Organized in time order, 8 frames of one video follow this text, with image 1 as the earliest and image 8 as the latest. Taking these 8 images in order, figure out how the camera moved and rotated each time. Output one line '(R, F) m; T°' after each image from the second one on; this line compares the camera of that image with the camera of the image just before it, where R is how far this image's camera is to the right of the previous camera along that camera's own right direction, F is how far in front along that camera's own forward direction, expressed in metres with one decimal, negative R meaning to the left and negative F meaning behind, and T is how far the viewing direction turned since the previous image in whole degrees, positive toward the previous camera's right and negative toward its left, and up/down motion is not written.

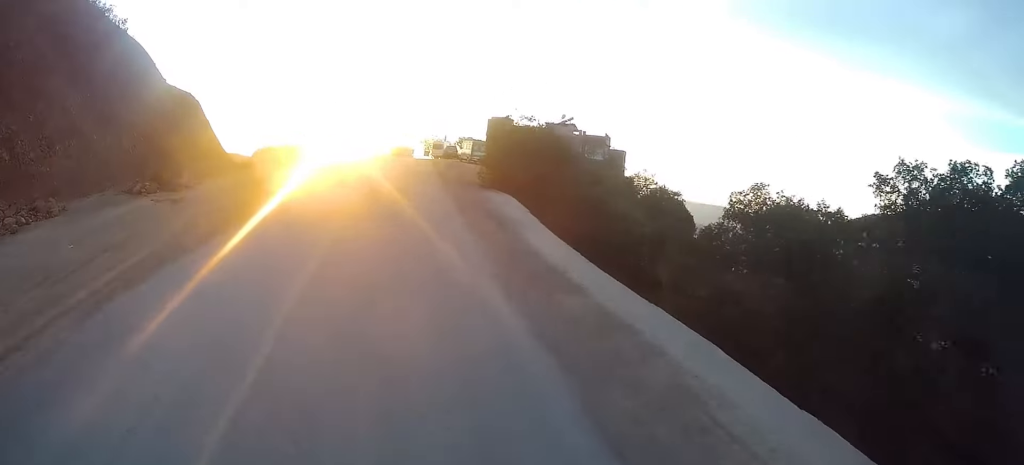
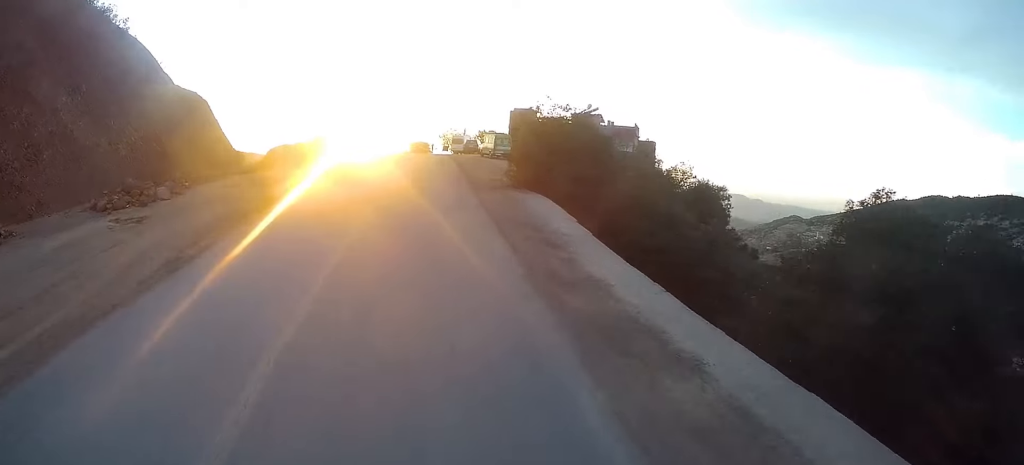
(+0.1, +4.1) m; -1°
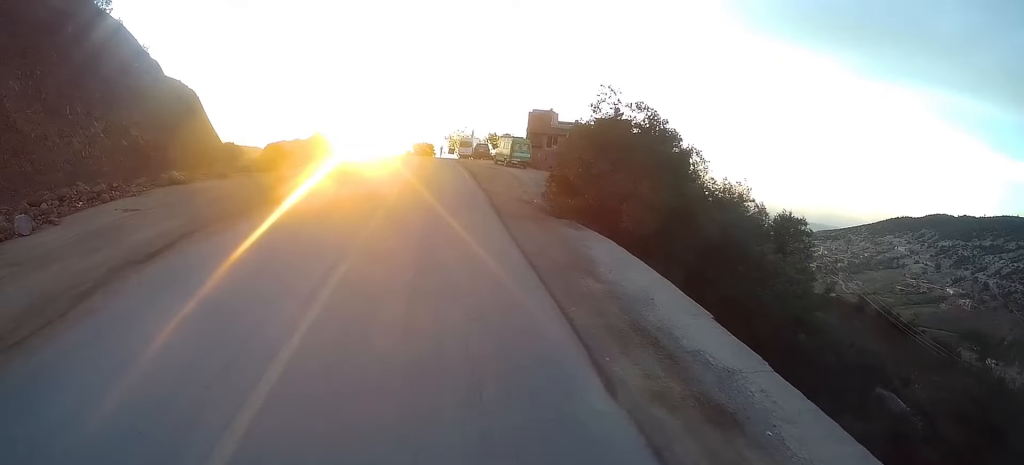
(-0.4, +8.6) m; 0°
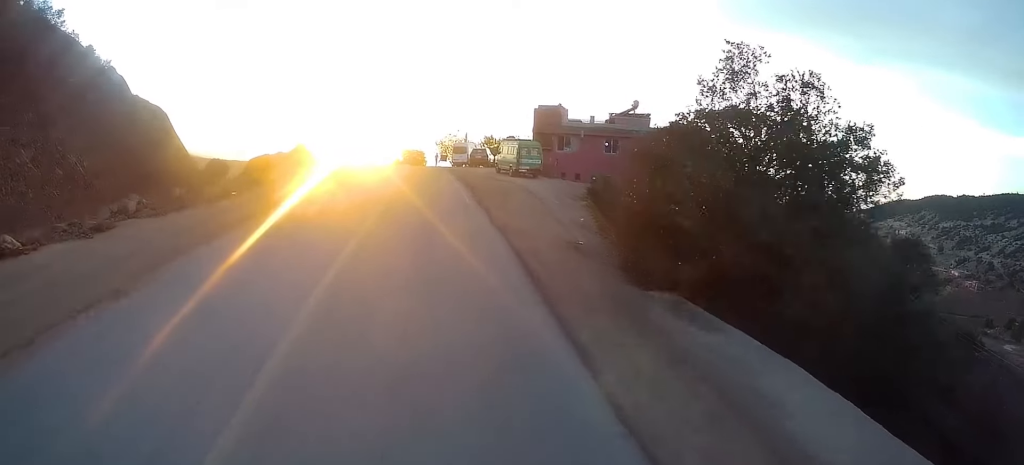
(+0.2, +9.1) m; 0°
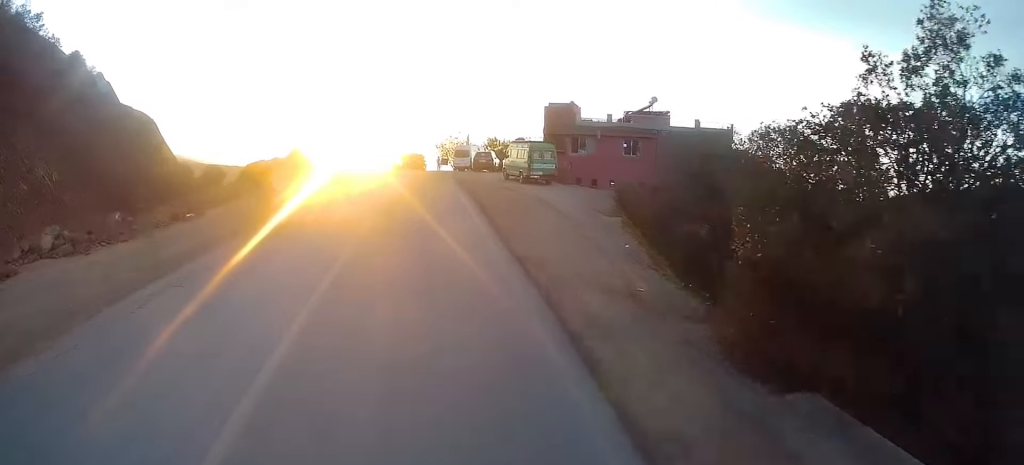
(+0.1, +4.6) m; 0°
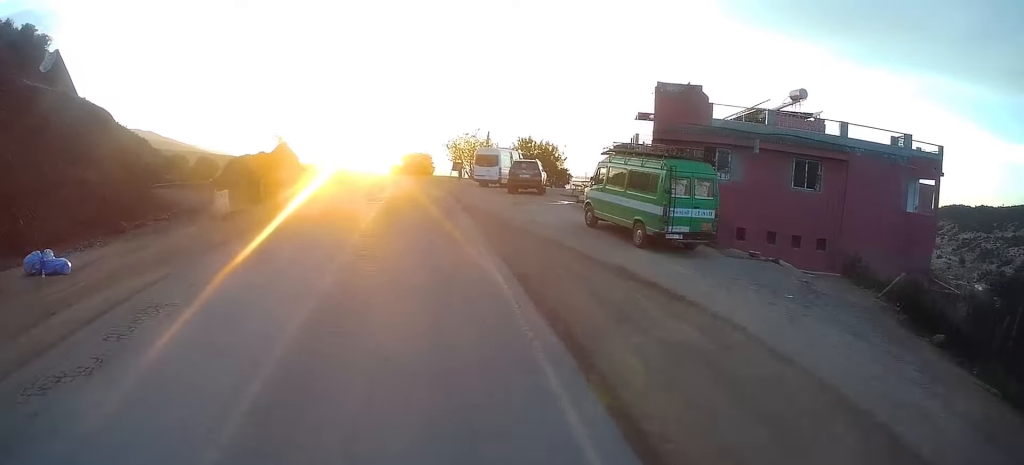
(-0.3, +19.9) m; -4°
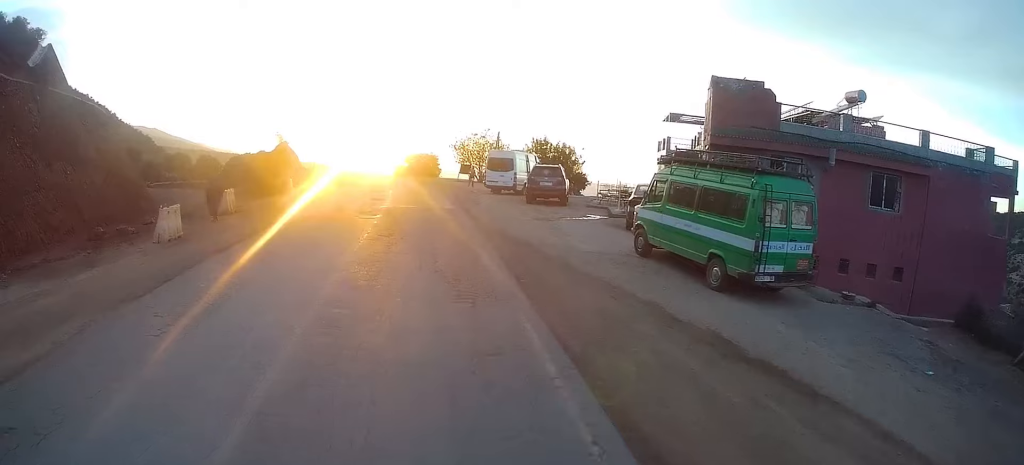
(-0.4, +4.4) m; -1°
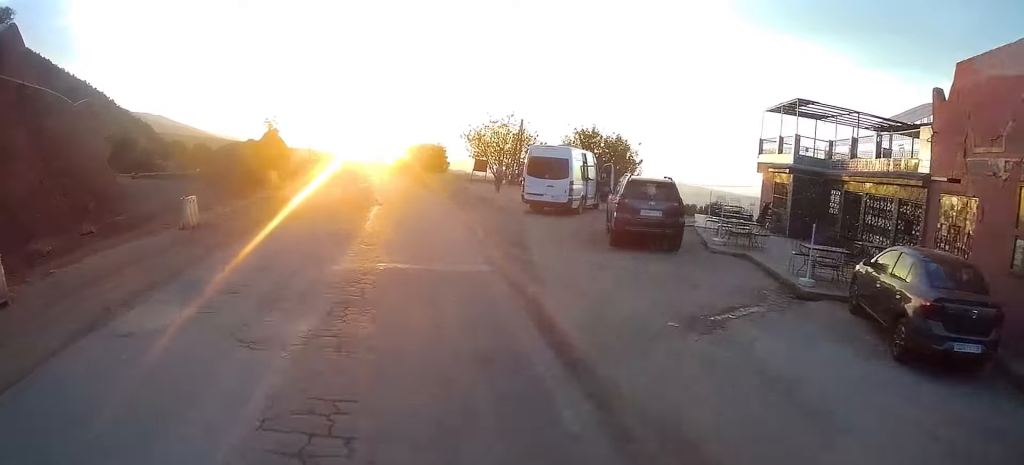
(0.0, +12.5) m; -1°
